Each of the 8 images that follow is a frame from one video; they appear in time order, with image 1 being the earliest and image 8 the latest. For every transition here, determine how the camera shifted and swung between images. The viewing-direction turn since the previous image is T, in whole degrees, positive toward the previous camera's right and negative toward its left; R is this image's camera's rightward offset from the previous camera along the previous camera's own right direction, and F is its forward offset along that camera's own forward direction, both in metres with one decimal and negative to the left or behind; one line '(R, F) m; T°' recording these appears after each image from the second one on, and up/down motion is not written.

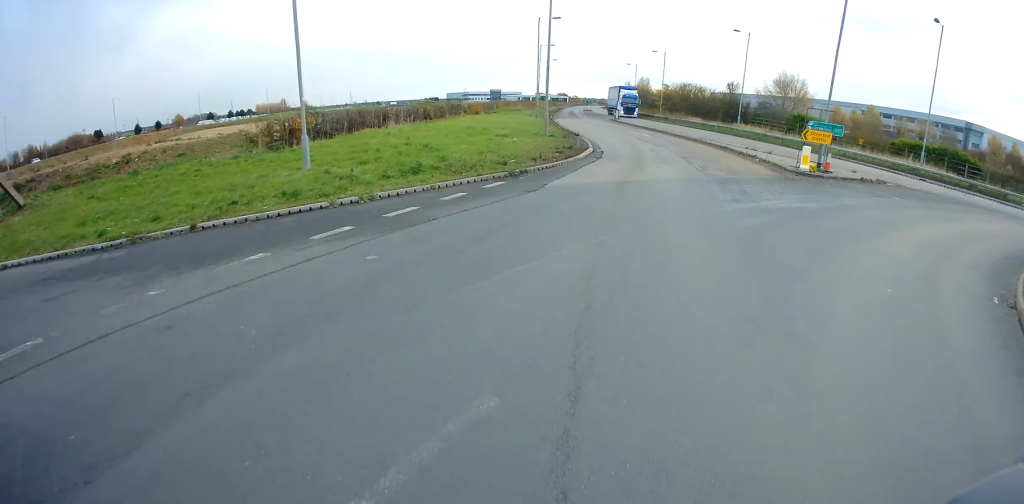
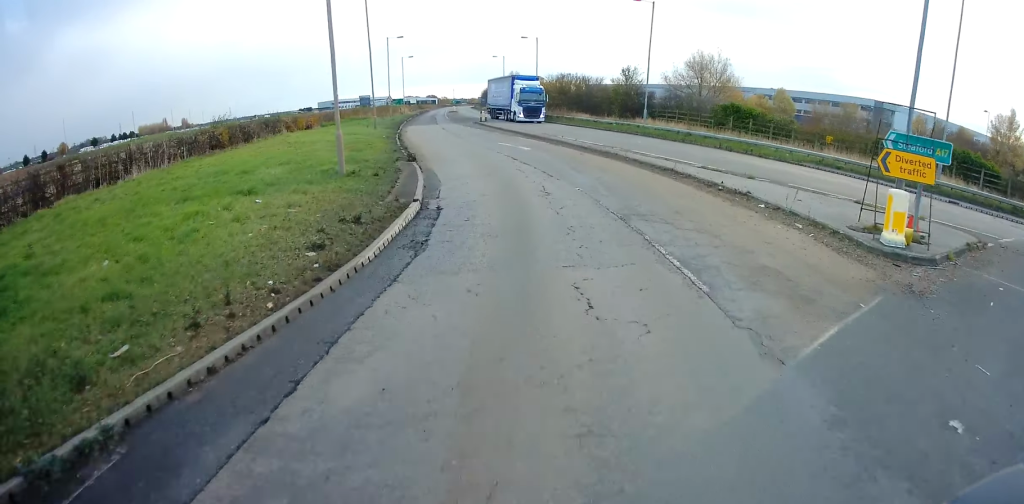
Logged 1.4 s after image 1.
(+0.8, +14.2) m; +3°
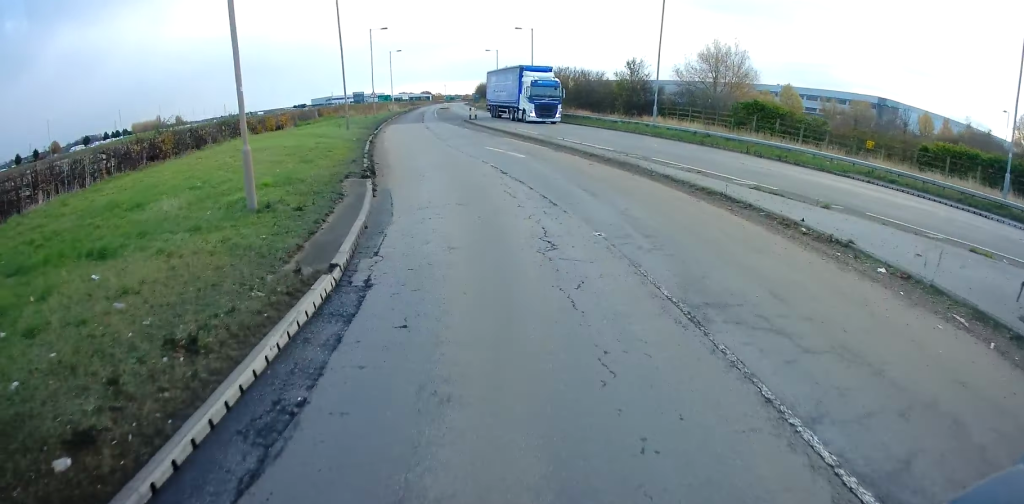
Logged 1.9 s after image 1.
(0.0, +5.3) m; 0°
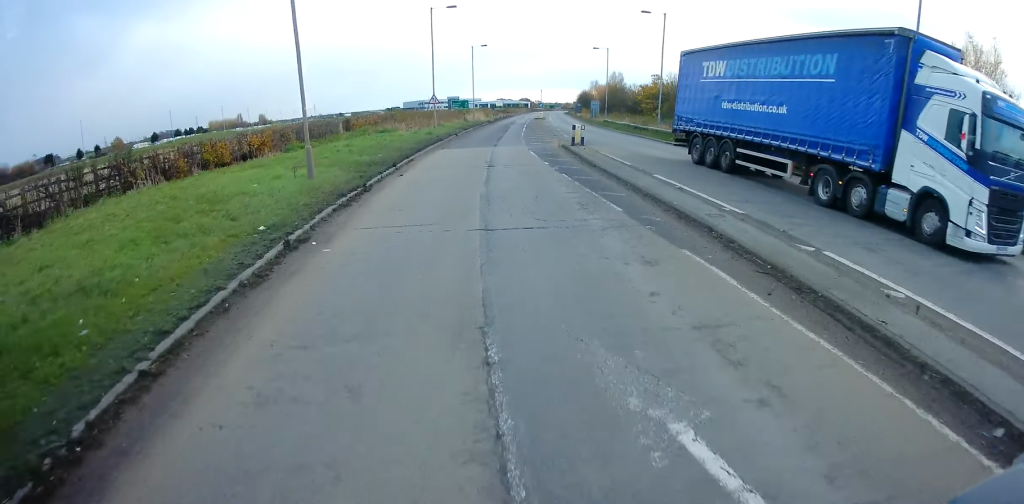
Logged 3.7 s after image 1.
(-0.5, +19.9) m; -7°
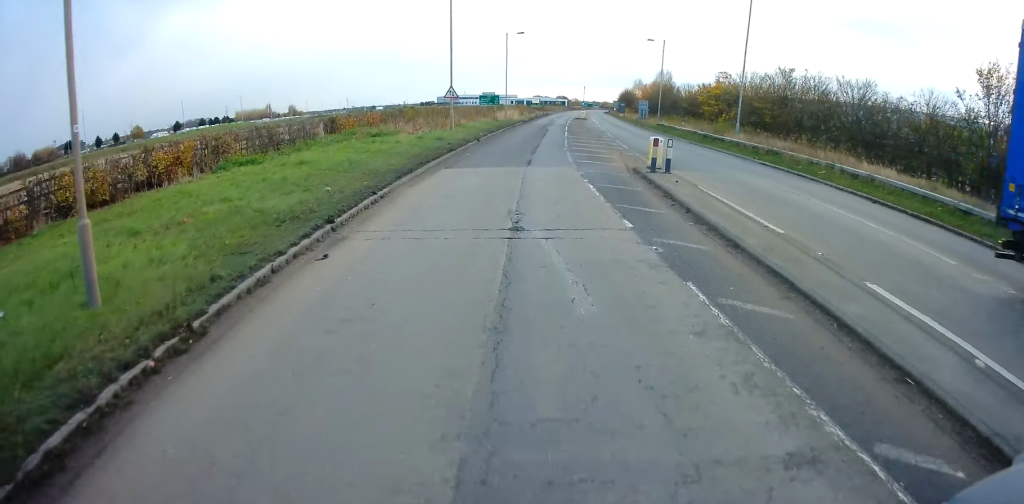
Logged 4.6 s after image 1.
(-0.8, +10.8) m; -2°
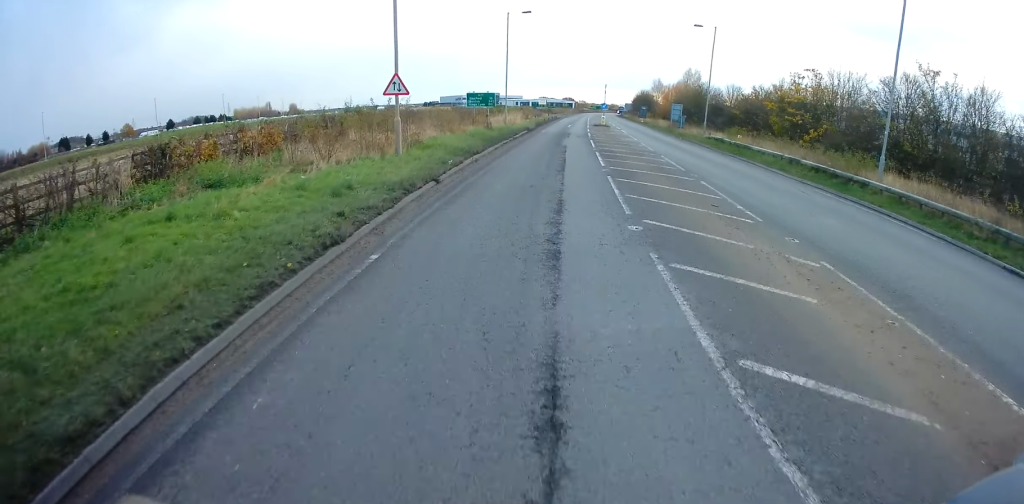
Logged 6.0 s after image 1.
(+0.2, +16.7) m; +1°
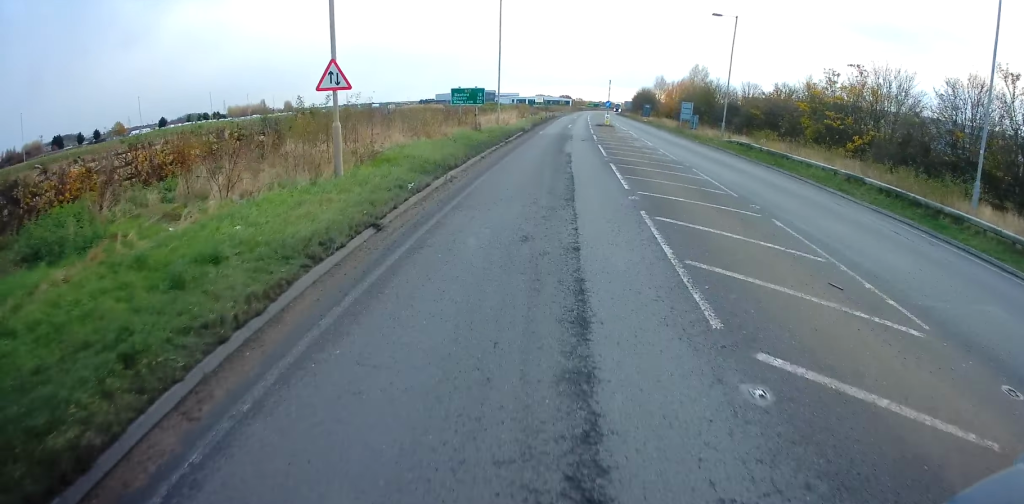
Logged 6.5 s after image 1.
(-0.4, +6.0) m; +1°
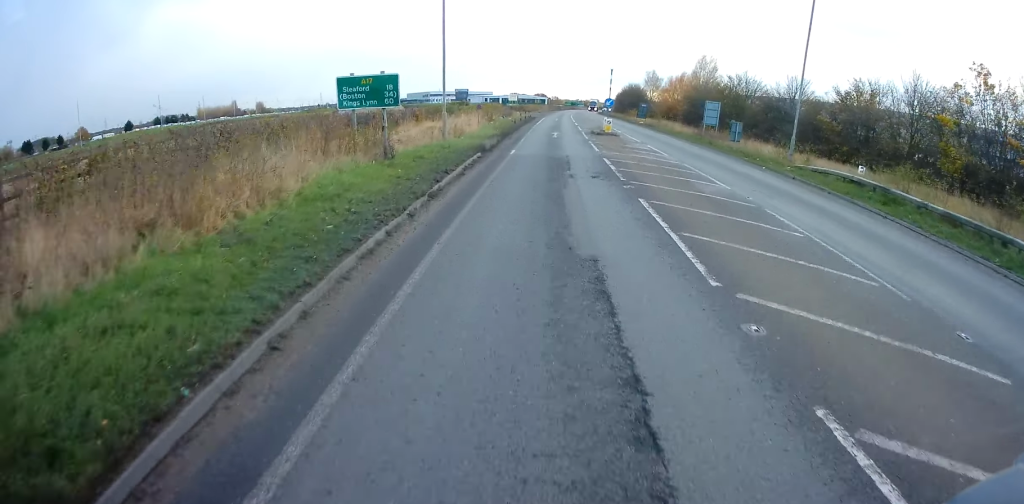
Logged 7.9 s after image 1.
(+1.1, +16.7) m; +2°
